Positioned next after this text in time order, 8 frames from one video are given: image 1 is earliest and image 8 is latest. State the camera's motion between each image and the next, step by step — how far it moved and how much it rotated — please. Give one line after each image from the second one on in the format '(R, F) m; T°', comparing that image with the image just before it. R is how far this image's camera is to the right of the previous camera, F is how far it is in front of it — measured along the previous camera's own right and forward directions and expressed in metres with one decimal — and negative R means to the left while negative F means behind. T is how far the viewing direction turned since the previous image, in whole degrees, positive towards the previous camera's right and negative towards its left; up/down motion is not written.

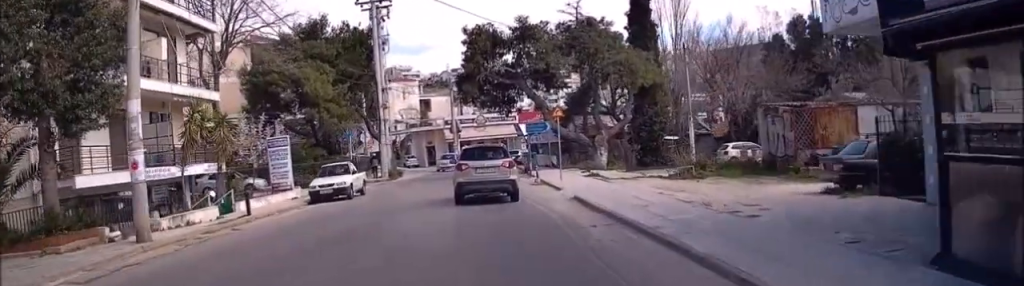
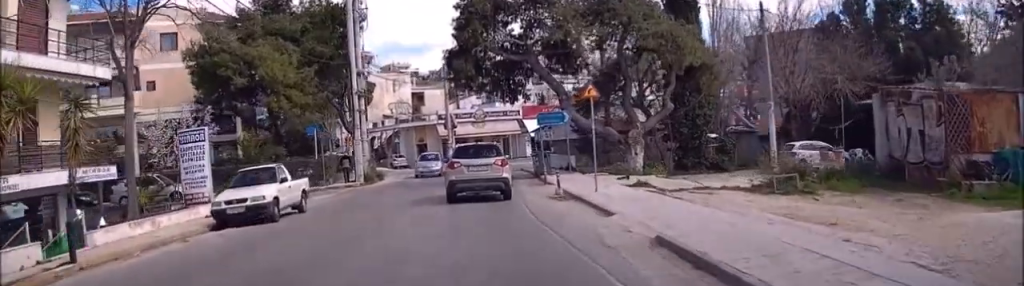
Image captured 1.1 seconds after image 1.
(+0.2, +9.4) m; 0°
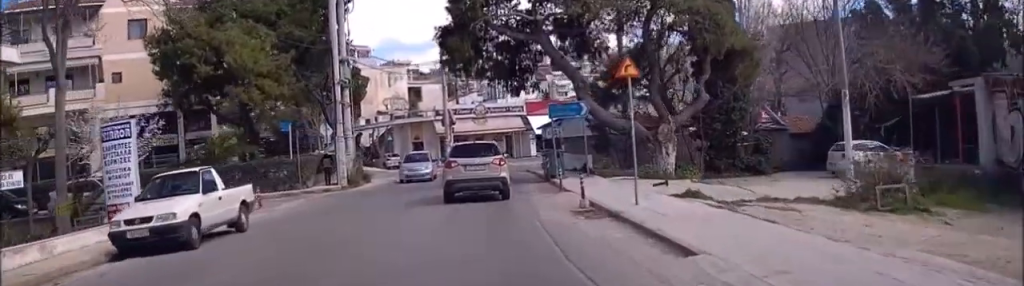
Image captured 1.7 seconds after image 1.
(-0.1, +5.1) m; 0°
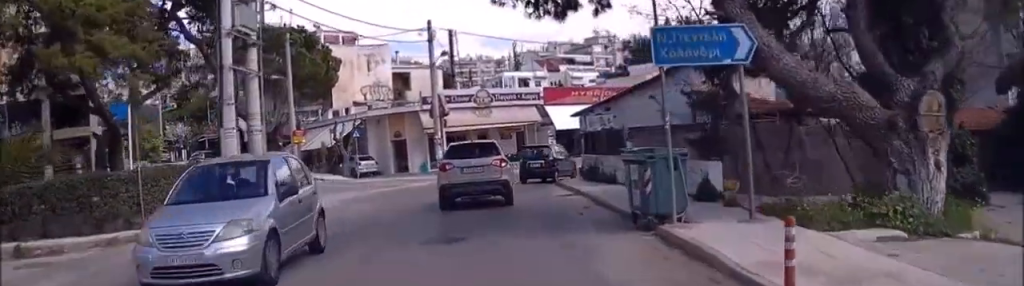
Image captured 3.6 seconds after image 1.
(-0.1, +15.3) m; -1°
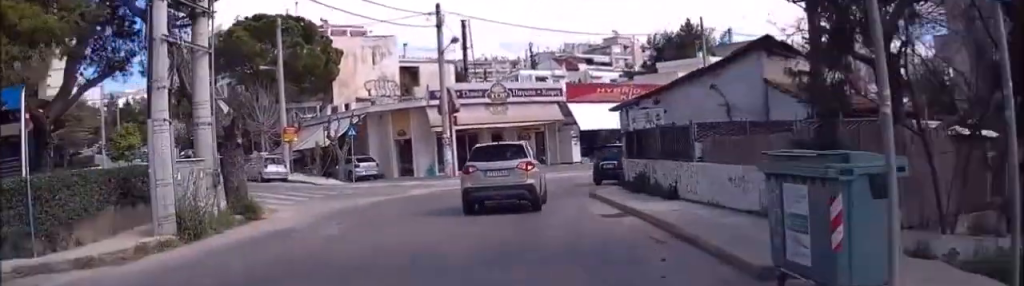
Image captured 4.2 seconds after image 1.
(-0.1, +5.1) m; -1°
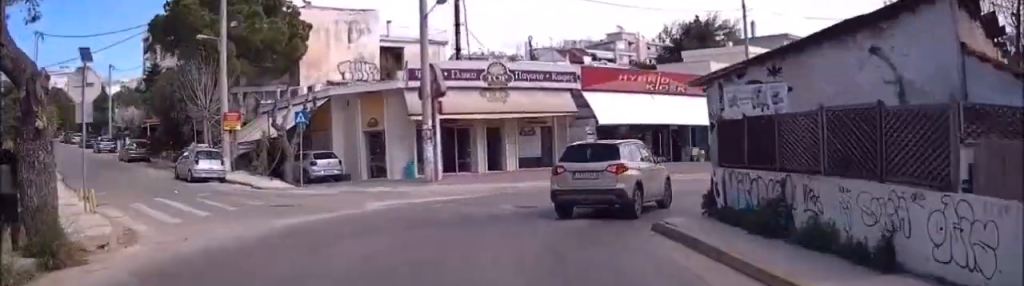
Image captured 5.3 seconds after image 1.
(0.0, +8.3) m; +4°
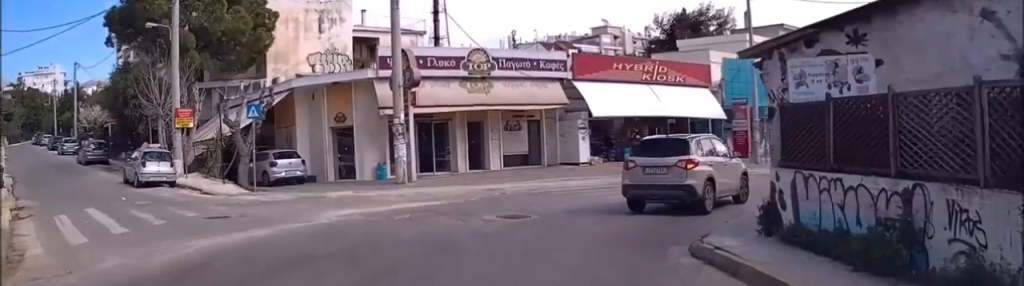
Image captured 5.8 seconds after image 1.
(+0.2, +3.1) m; +6°
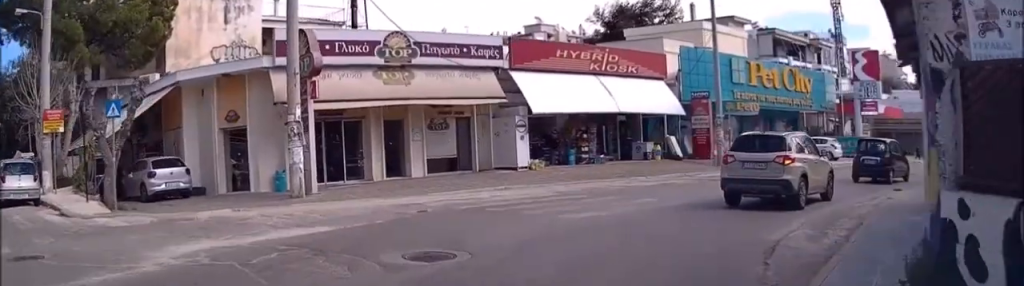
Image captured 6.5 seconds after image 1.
(+0.2, +4.7) m; +10°
